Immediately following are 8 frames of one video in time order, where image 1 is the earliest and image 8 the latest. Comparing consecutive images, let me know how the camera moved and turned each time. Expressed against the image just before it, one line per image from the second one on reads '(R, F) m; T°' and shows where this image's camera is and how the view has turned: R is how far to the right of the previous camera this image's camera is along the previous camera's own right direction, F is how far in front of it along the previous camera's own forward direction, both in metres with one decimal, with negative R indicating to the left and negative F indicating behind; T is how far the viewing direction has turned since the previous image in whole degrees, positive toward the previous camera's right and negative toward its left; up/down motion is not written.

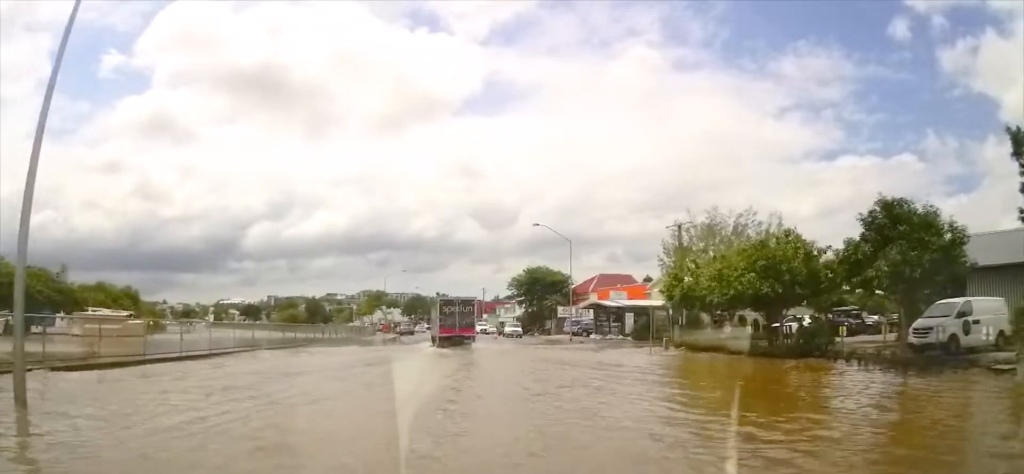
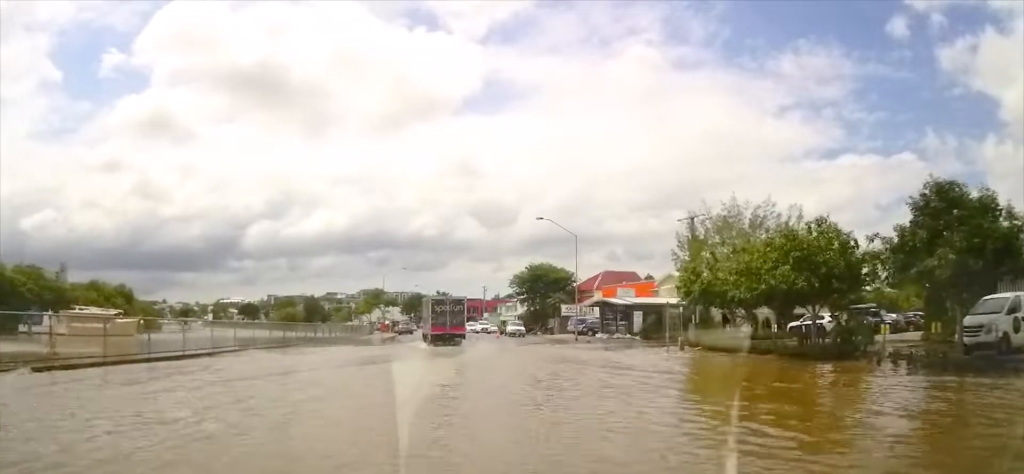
(0.0, +2.4) m; -1°
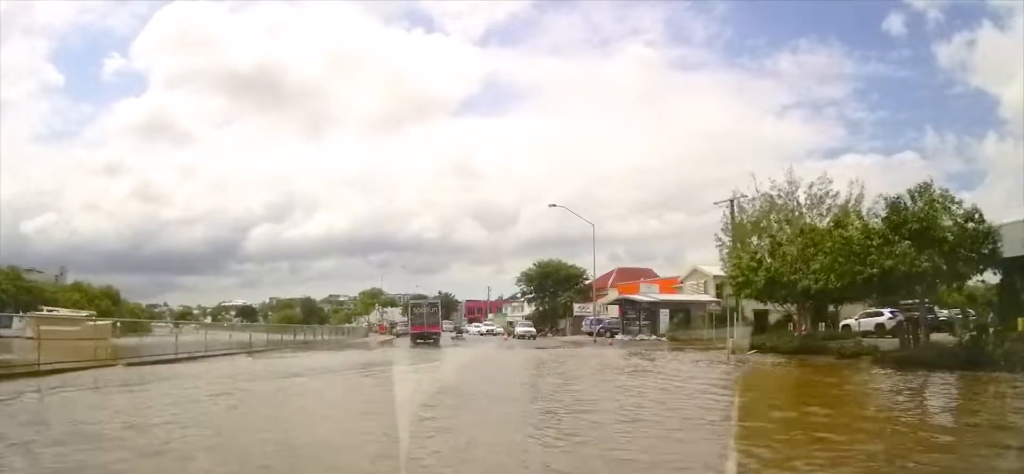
(-0.1, +5.9) m; +1°
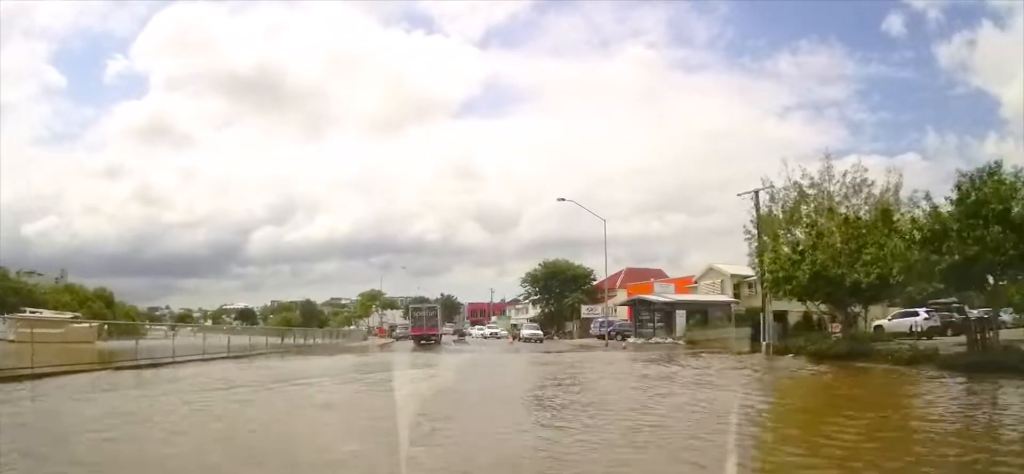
(+0.1, +2.9) m; +2°
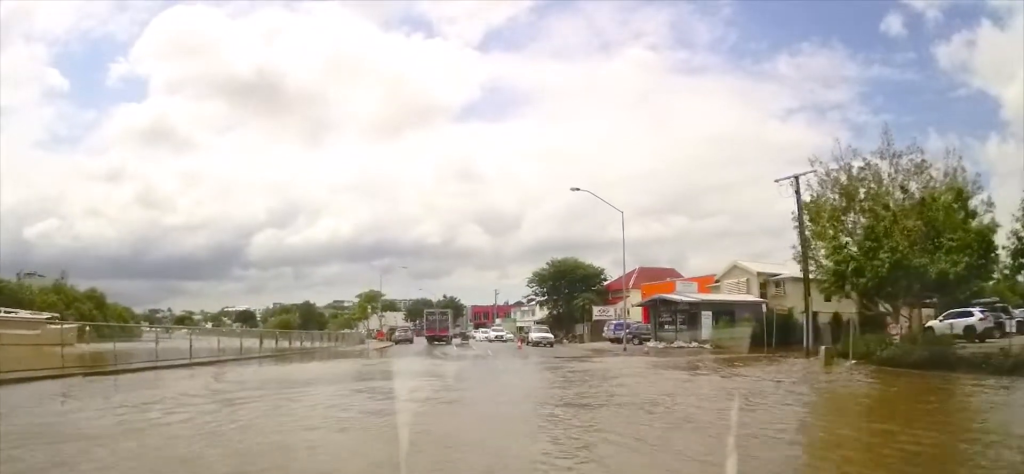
(+0.1, +4.2) m; +1°
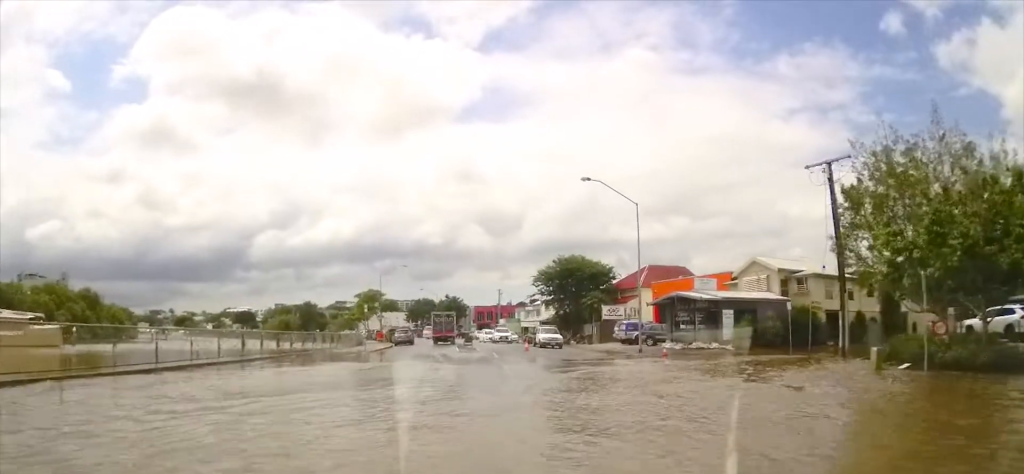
(+0.1, +2.9) m; 0°
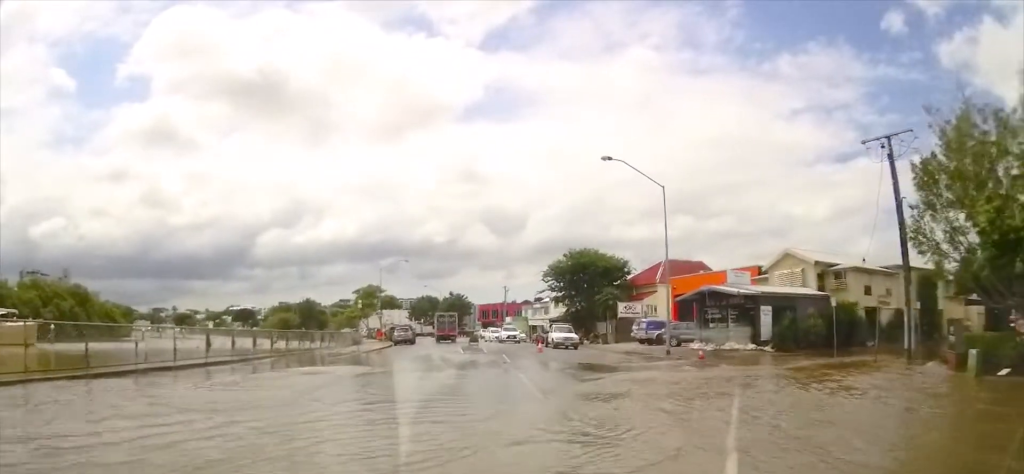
(-0.1, +4.4) m; -1°
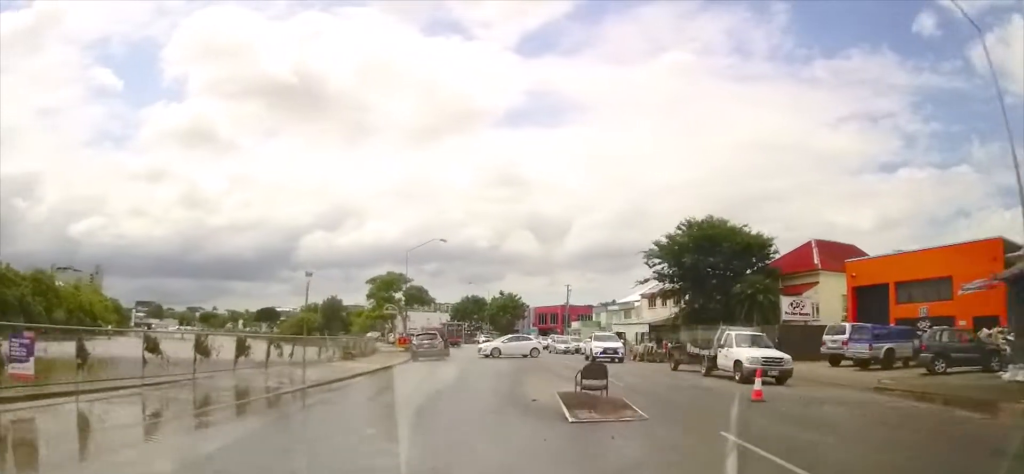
(-0.9, +20.7) m; -4°
